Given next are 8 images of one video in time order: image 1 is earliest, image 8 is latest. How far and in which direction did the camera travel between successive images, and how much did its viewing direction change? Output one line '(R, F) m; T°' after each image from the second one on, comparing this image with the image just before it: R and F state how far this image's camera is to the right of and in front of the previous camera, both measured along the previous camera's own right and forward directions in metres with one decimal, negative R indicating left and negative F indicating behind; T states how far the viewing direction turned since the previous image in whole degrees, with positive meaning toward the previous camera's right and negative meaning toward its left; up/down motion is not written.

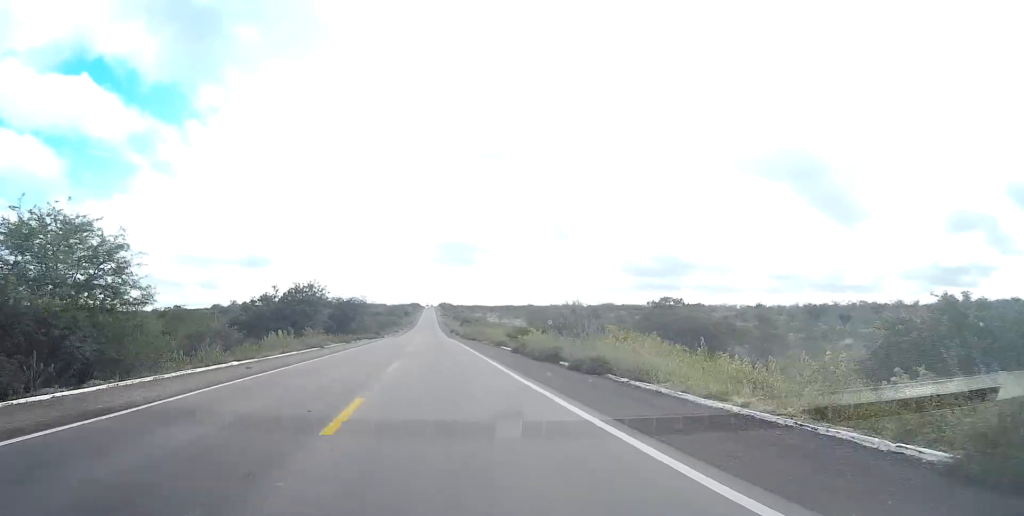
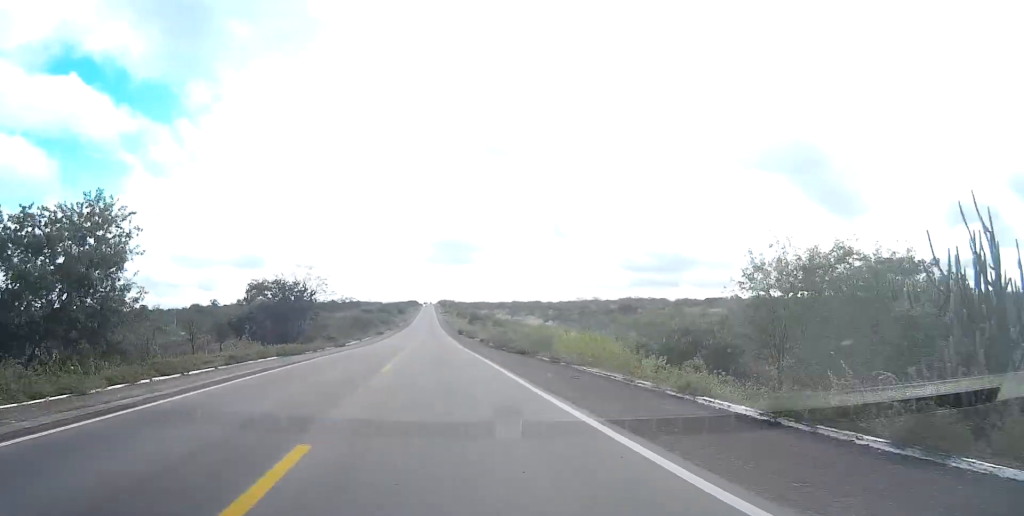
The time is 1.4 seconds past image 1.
(+0.2, +49.1) m; 0°
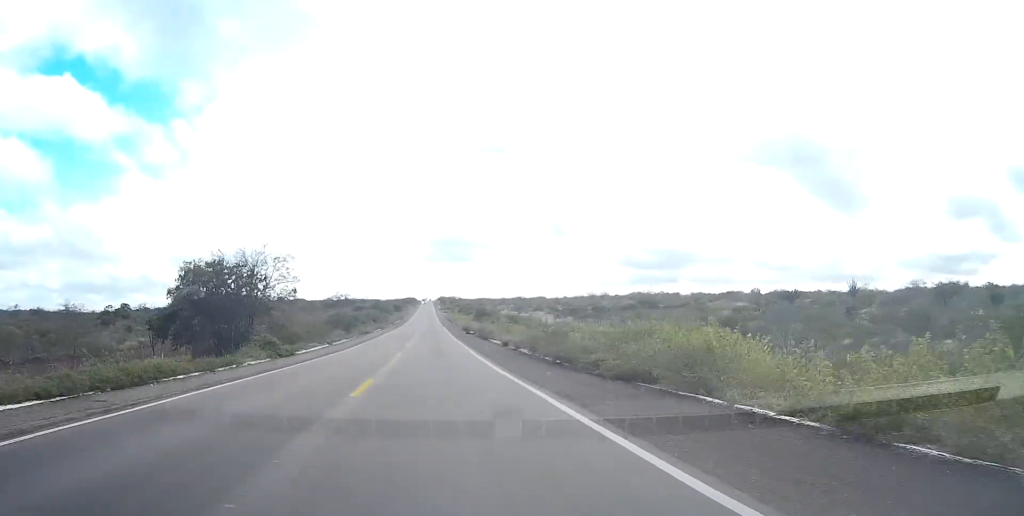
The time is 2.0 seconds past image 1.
(0.0, +22.8) m; 0°
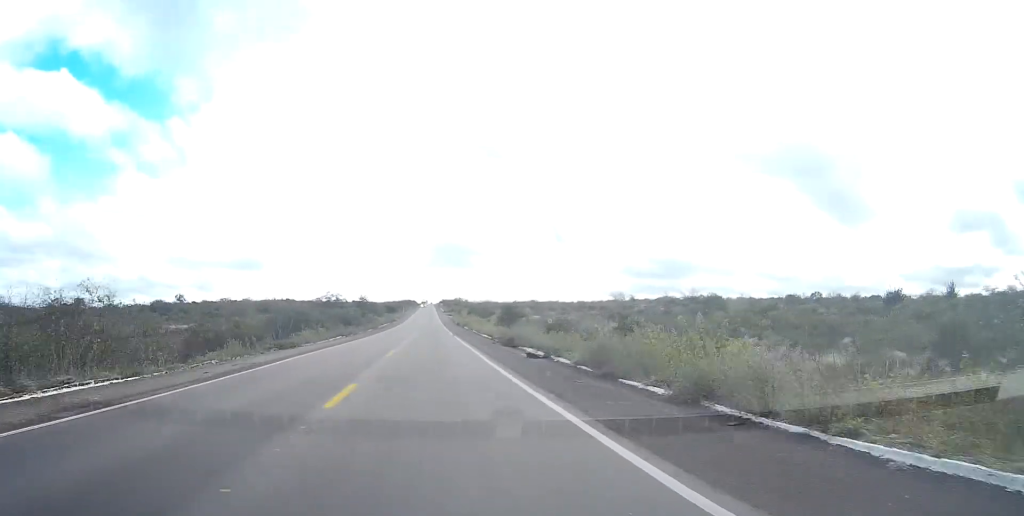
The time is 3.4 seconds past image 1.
(-0.2, +50.4) m; 0°
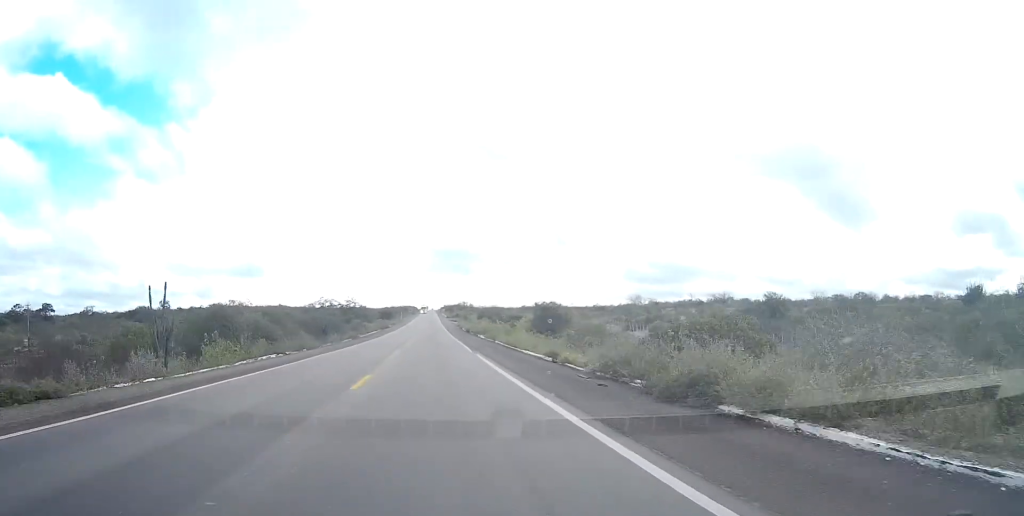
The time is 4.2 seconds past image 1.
(0.0, +28.8) m; 0°
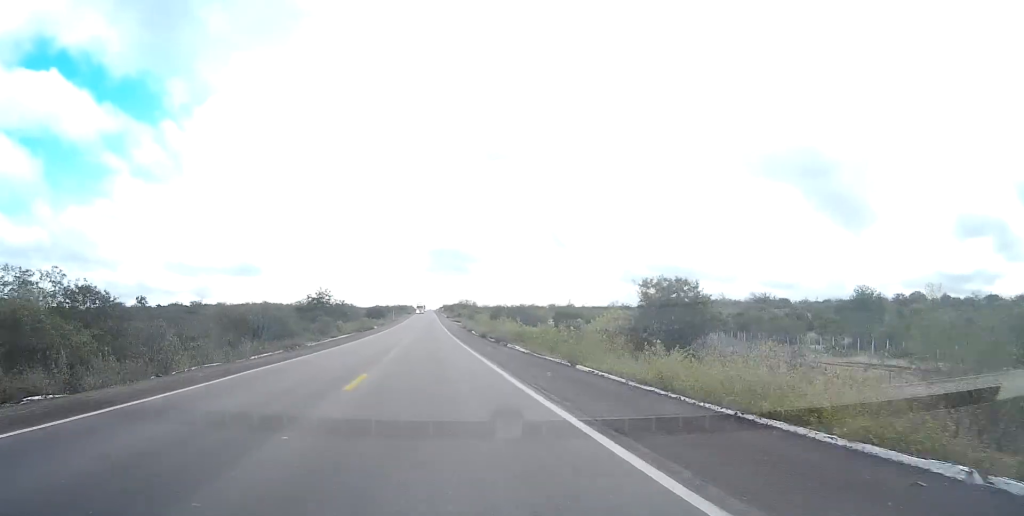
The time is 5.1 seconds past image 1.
(0.0, +32.3) m; 0°
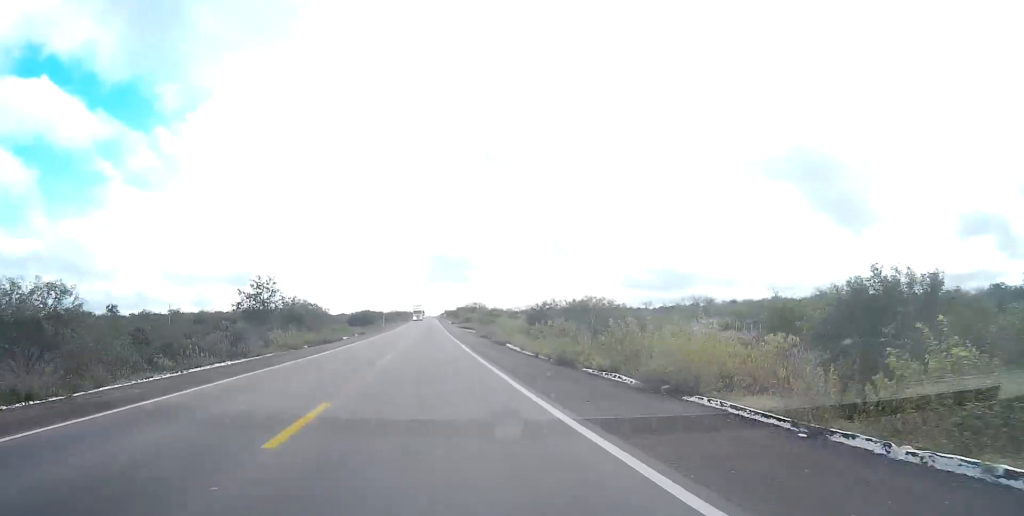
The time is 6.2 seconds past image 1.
(+0.2, +38.1) m; 0°
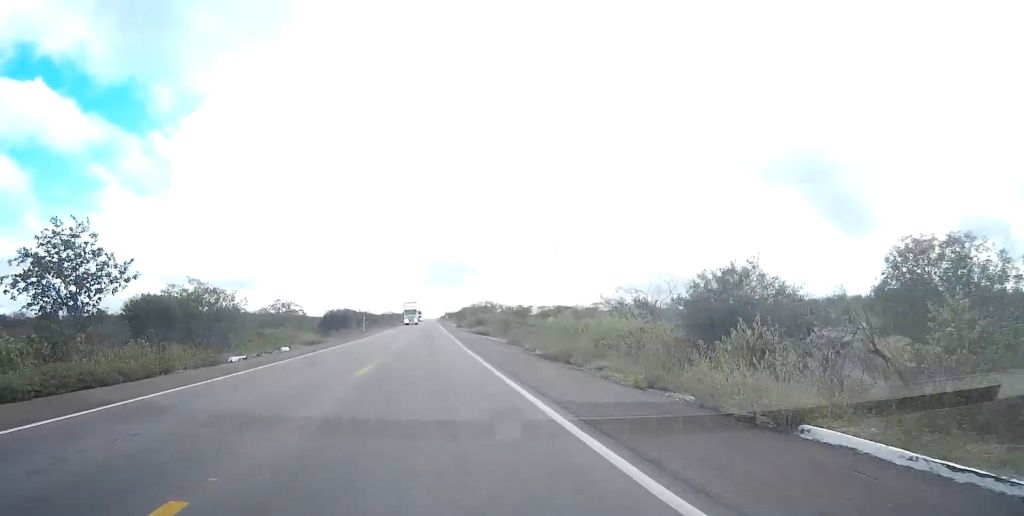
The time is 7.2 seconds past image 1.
(-0.1, +38.0) m; 0°
